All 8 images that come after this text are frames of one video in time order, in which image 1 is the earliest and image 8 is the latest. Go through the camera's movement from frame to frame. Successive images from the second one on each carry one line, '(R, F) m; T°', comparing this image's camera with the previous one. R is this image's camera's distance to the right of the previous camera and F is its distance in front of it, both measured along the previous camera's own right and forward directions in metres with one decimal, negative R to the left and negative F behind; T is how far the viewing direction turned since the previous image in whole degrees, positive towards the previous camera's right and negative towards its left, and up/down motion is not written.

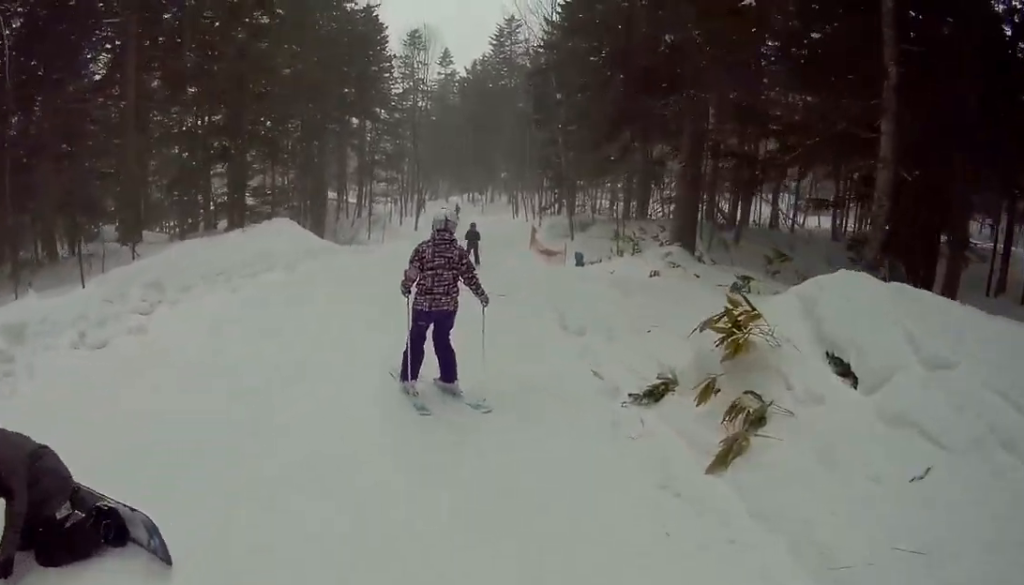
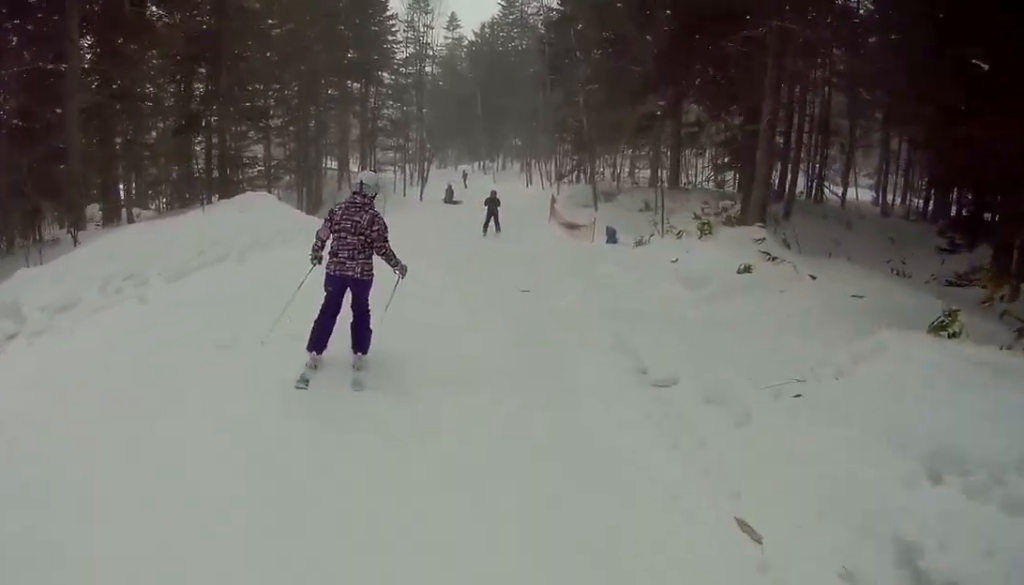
(0.0, +3.7) m; 0°
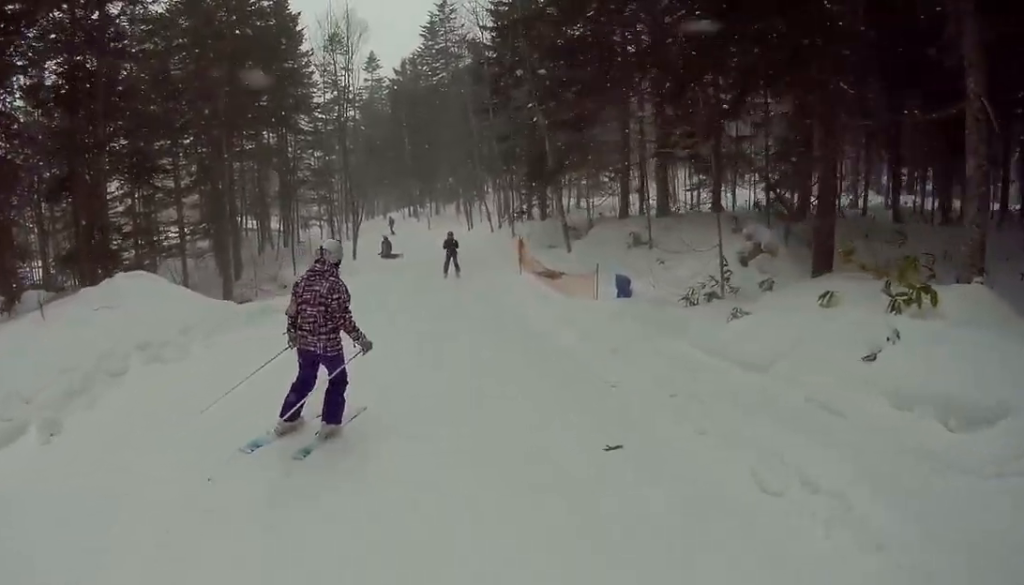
(0.0, +5.8) m; 0°
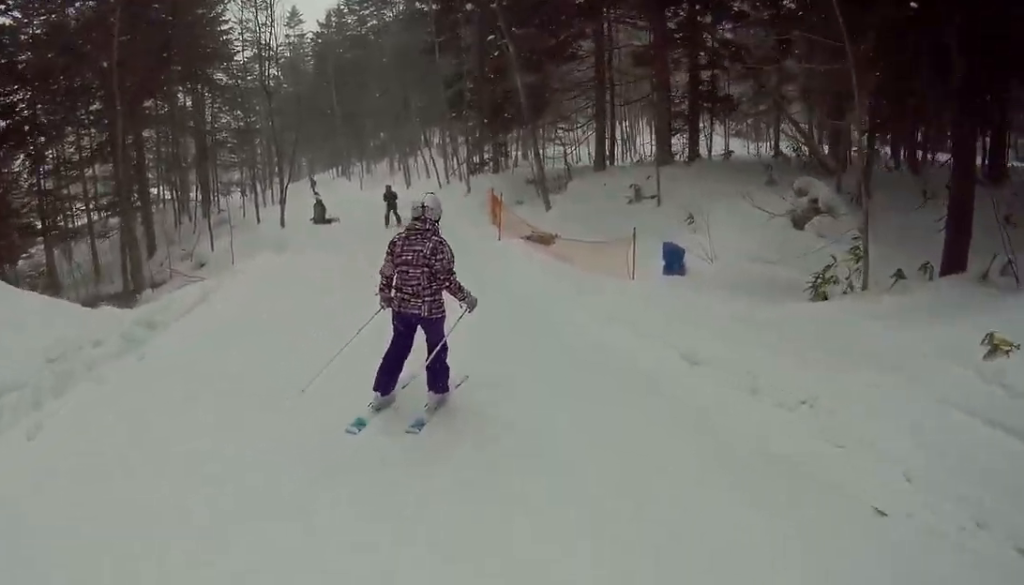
(0.0, +5.1) m; +10°
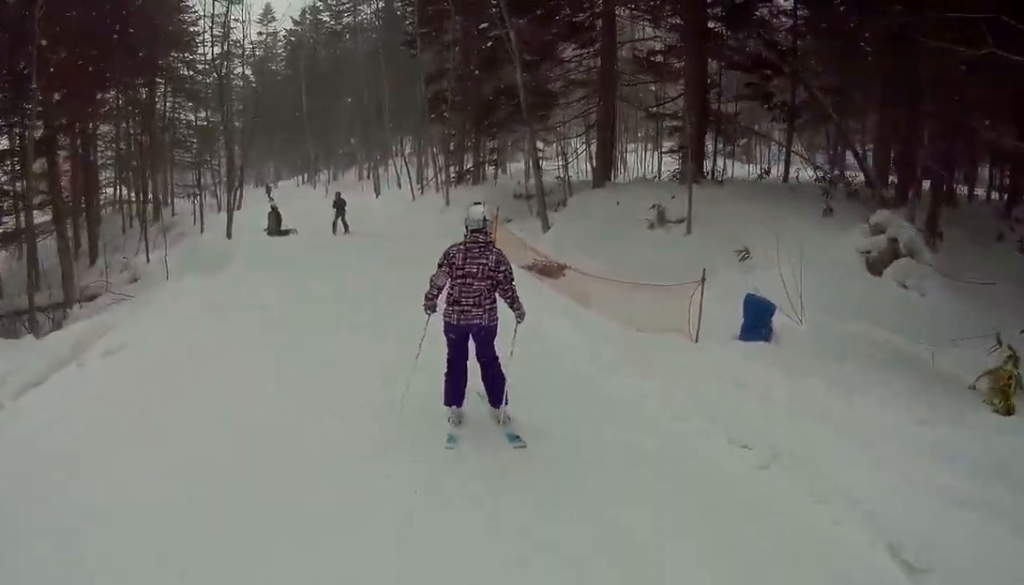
(-0.1, +3.8) m; +8°
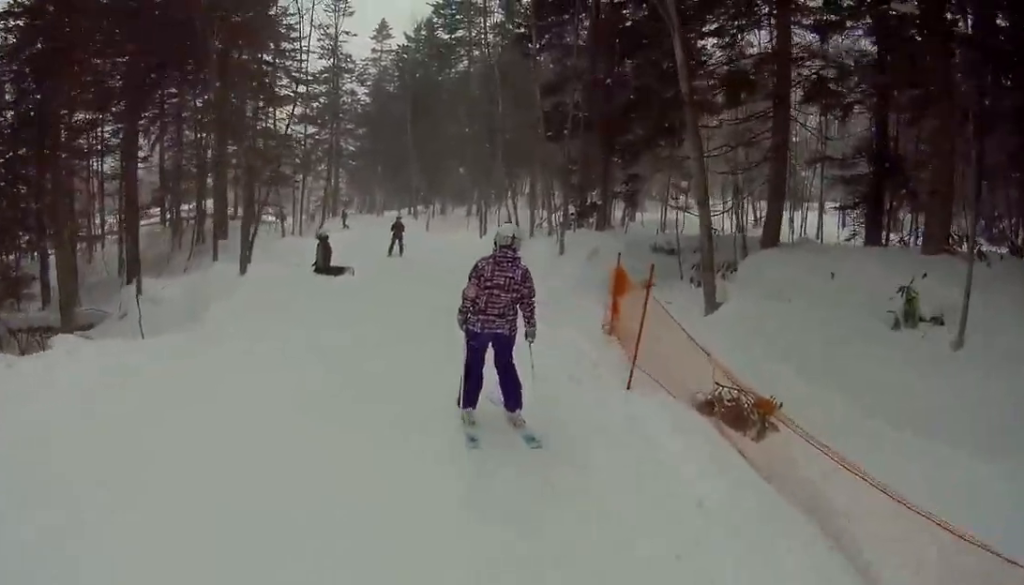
(+1.7, +7.0) m; +13°
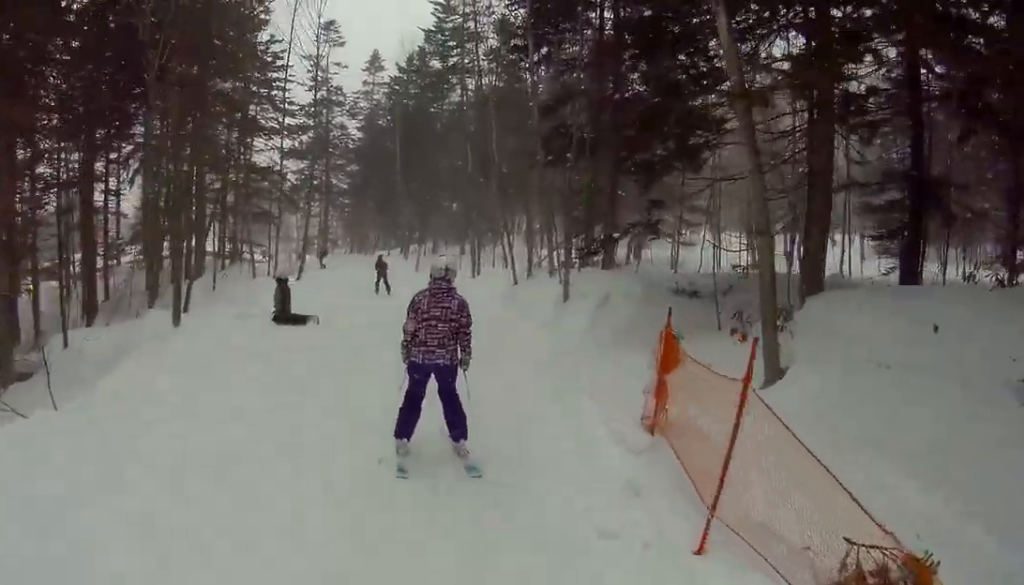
(+0.1, +3.1) m; -6°
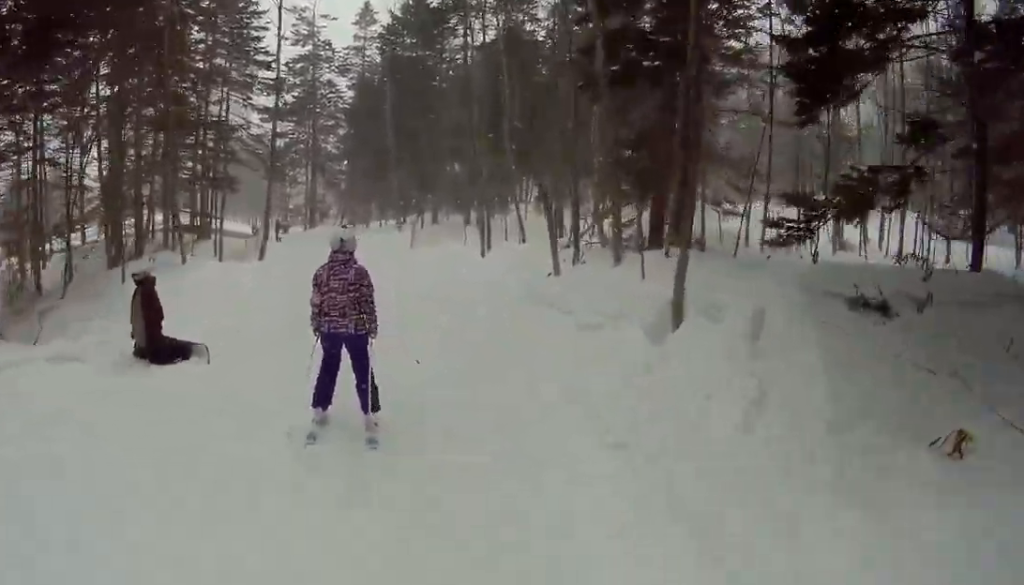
(-0.7, +7.0) m; -13°
